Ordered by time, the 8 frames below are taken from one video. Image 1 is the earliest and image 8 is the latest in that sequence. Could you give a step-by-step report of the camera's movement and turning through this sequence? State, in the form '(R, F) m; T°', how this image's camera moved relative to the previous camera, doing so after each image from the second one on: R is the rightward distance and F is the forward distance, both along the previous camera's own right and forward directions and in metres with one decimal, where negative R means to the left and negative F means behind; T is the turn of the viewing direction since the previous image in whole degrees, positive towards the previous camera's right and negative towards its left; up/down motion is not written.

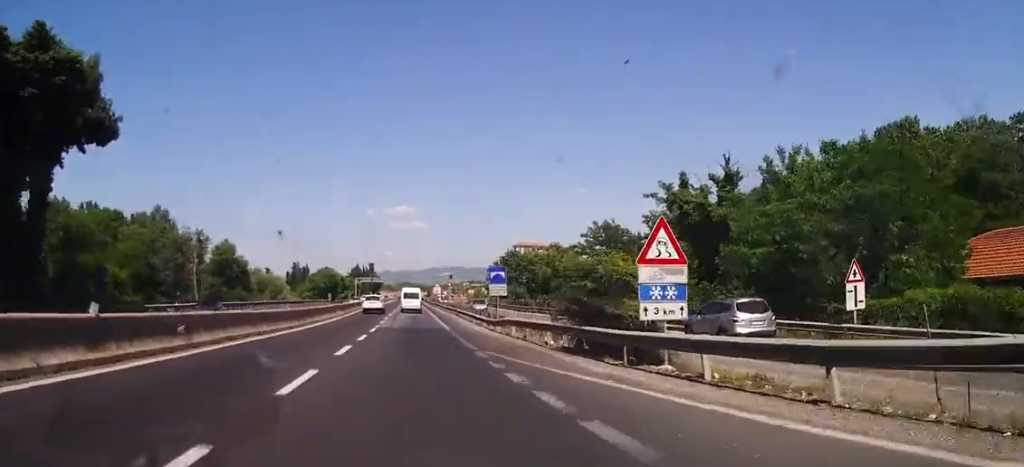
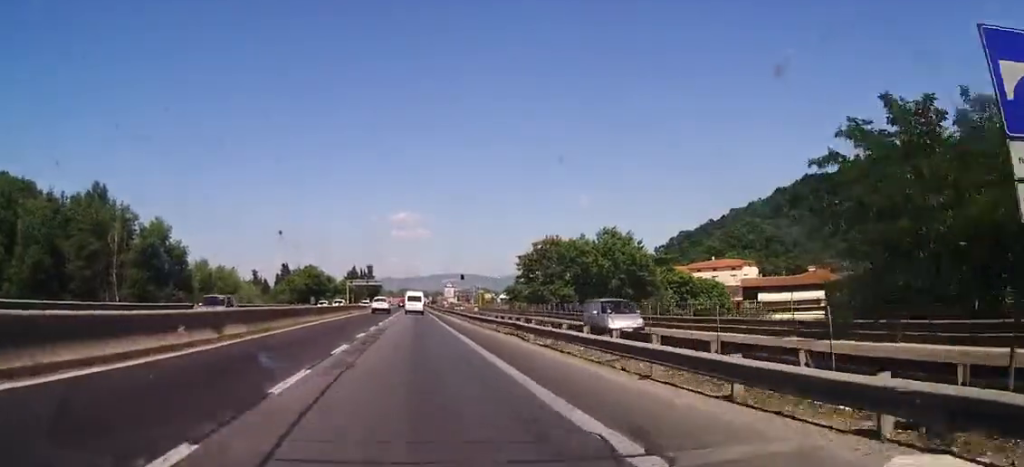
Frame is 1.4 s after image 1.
(-0.1, +32.2) m; 0°
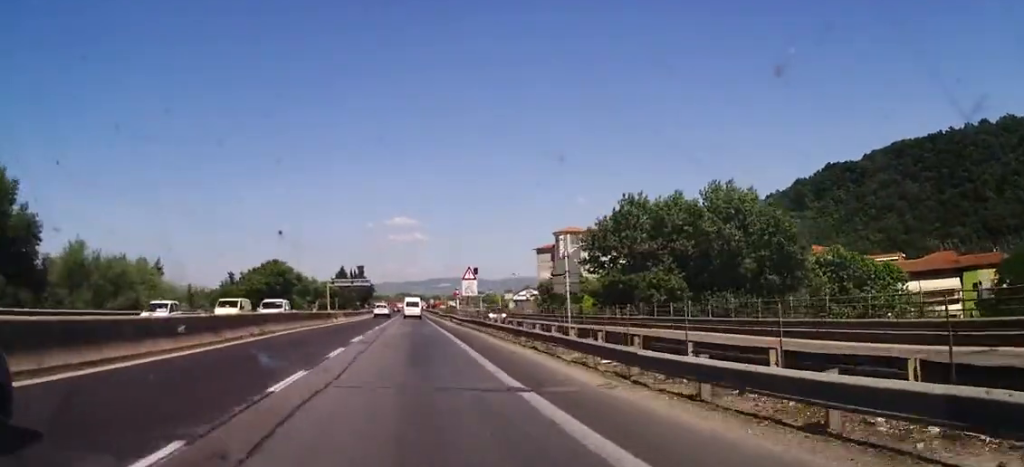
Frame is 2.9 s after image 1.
(+0.3, +34.5) m; +1°
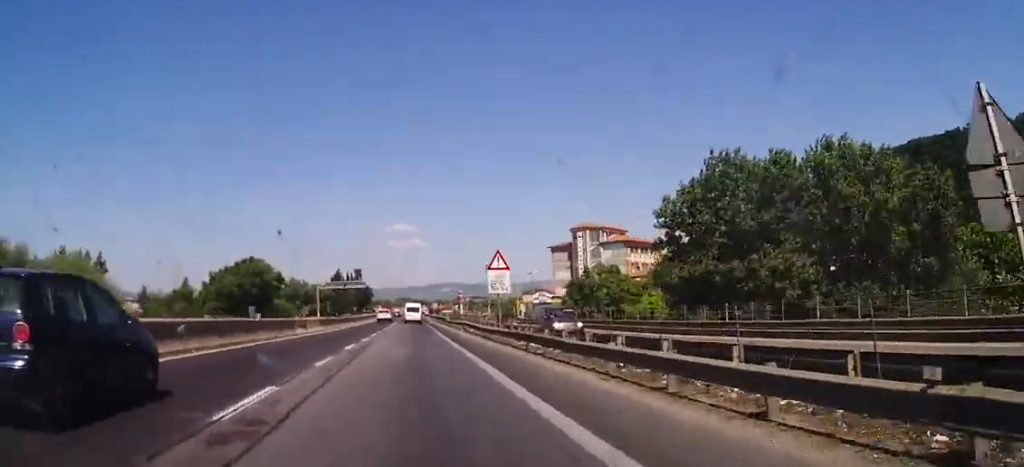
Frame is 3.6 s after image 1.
(0.0, +16.8) m; 0°
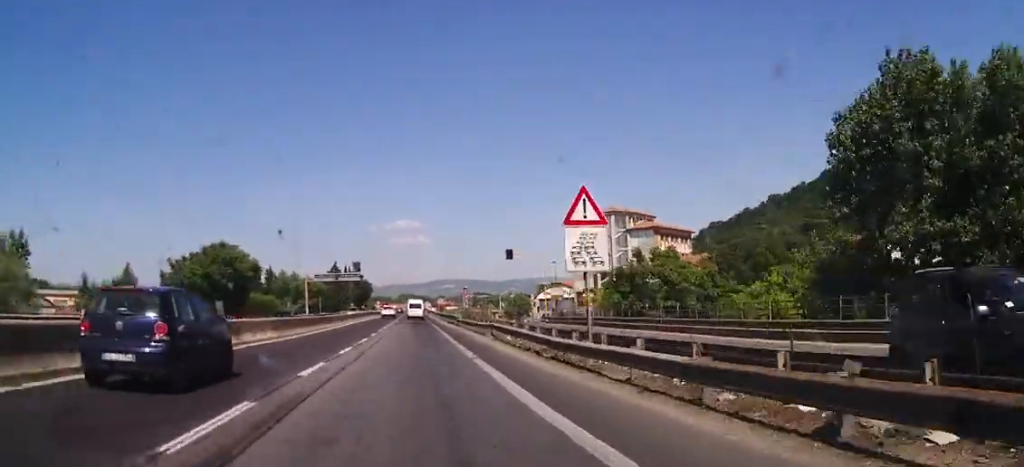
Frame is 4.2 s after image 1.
(0.0, +16.4) m; 0°
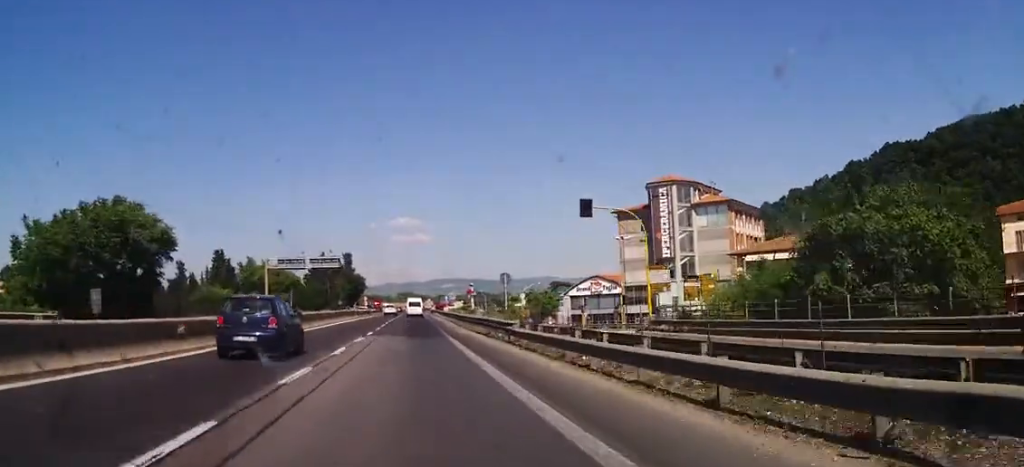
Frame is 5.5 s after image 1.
(-0.2, +30.6) m; 0°
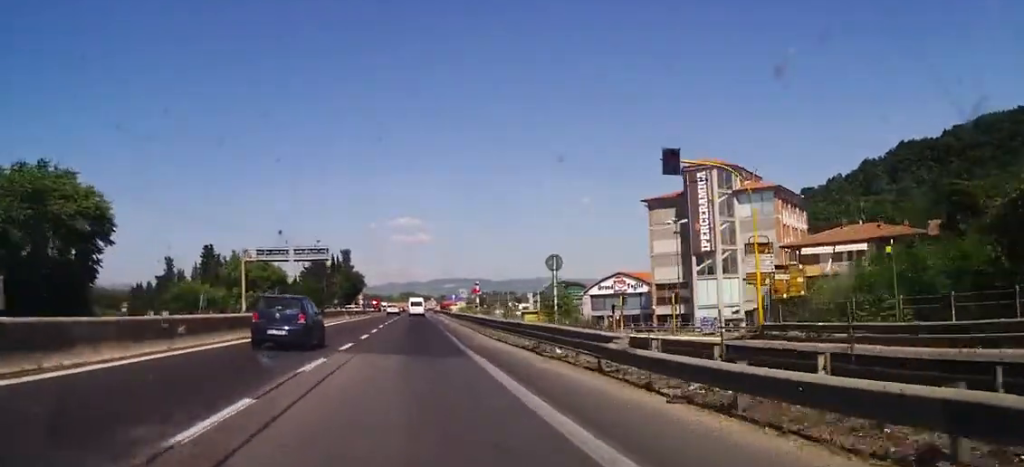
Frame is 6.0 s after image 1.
(+0.2, +12.4) m; 0°
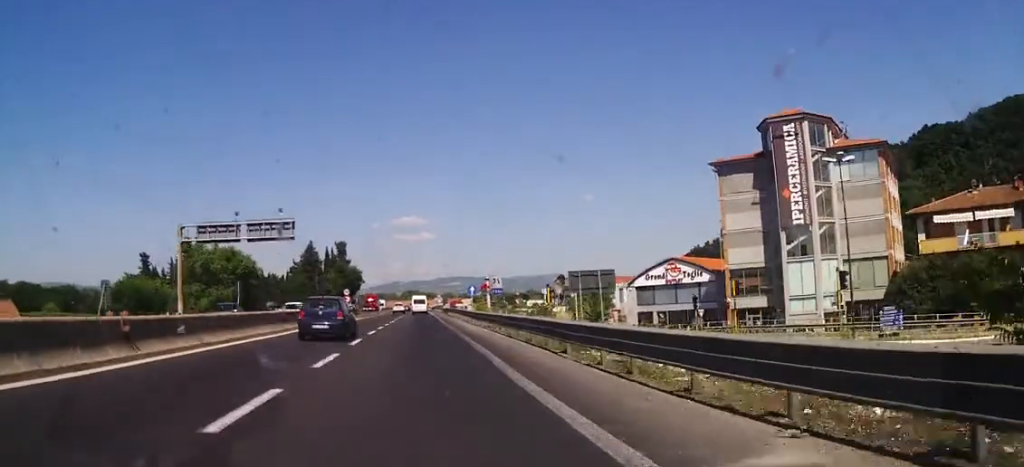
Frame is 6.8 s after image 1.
(+0.1, +20.7) m; 0°
